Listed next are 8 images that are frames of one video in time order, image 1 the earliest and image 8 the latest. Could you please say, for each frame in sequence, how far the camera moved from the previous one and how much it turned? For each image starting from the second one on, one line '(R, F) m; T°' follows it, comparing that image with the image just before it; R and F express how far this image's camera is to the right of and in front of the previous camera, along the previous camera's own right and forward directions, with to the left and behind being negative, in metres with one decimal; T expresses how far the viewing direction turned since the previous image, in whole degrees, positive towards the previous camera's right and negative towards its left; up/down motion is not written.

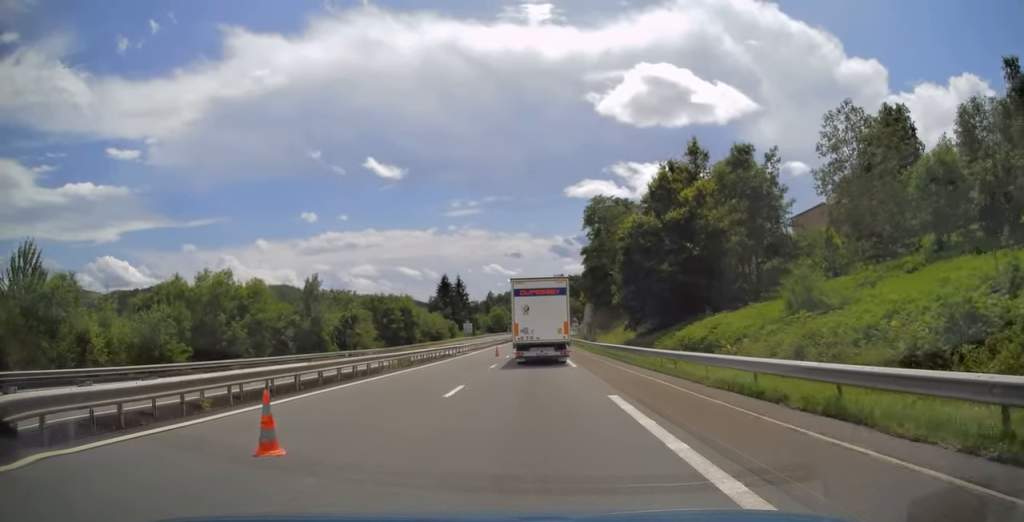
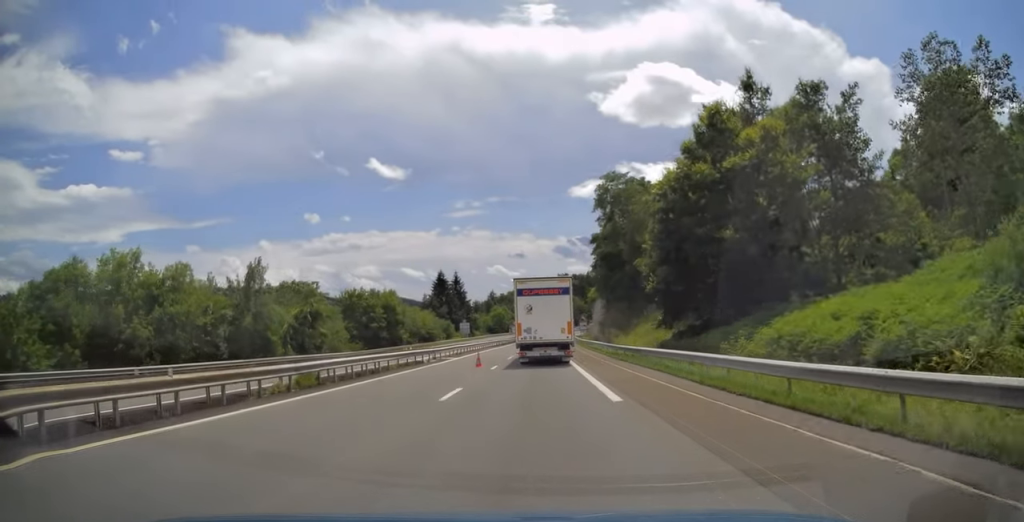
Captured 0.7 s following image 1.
(0.0, +13.8) m; -1°
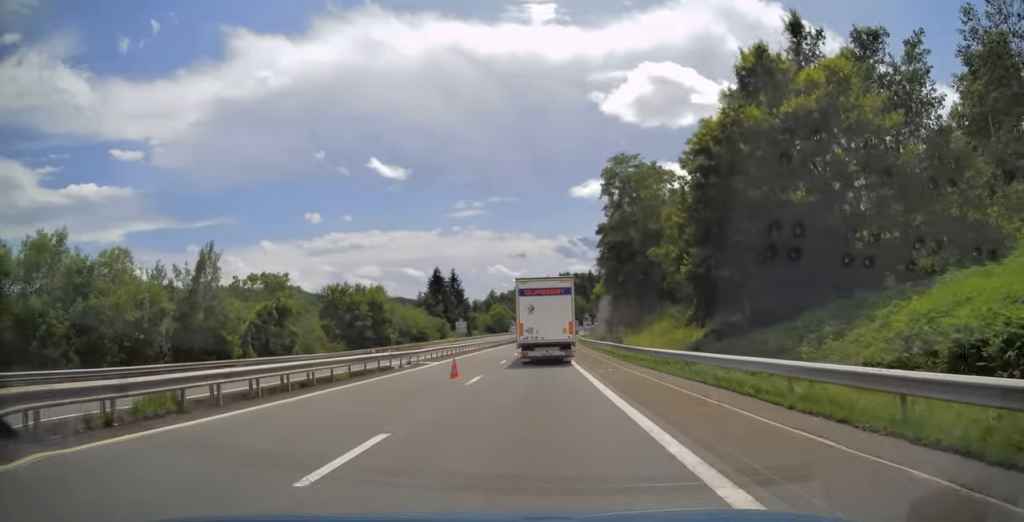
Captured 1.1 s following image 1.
(0.0, +8.0) m; 0°
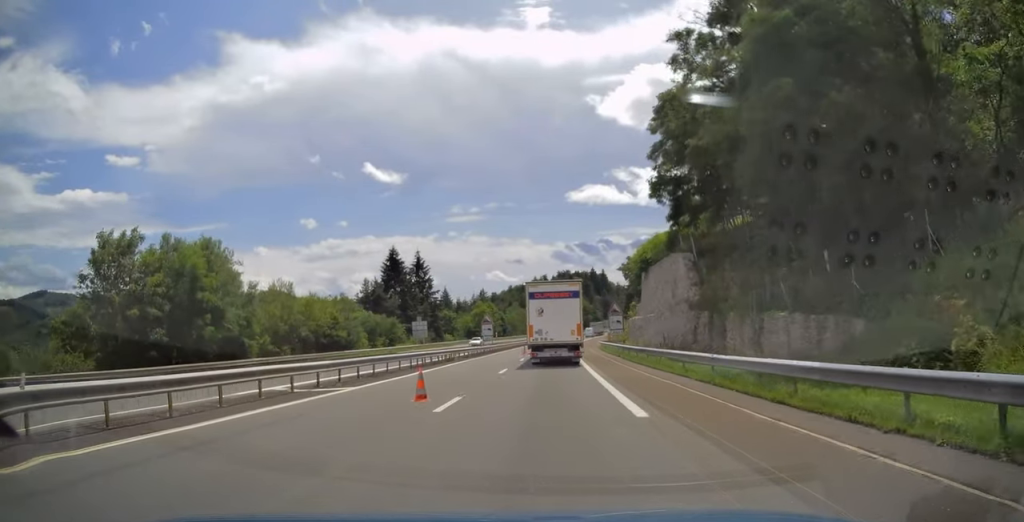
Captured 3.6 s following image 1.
(+0.1, +46.0) m; +1°
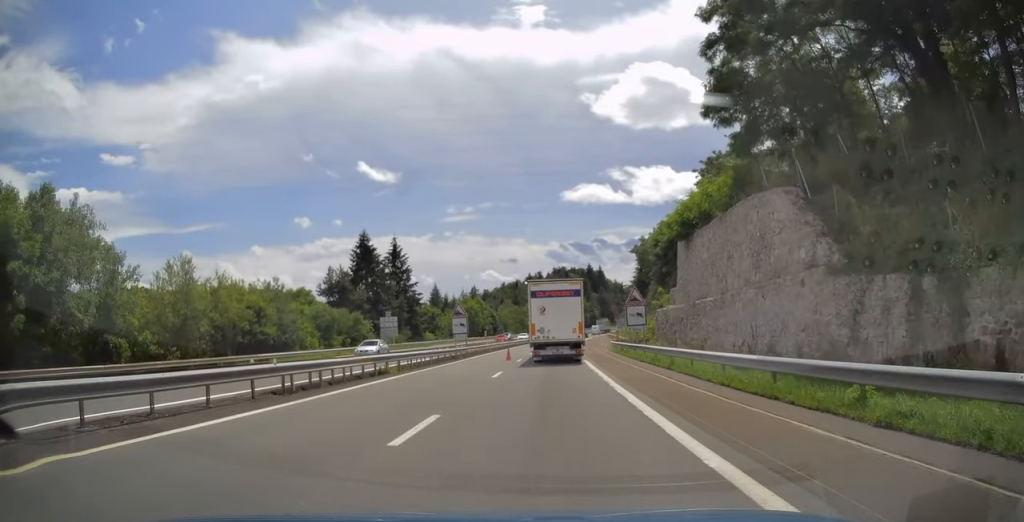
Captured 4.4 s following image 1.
(0.0, +16.7) m; +1°
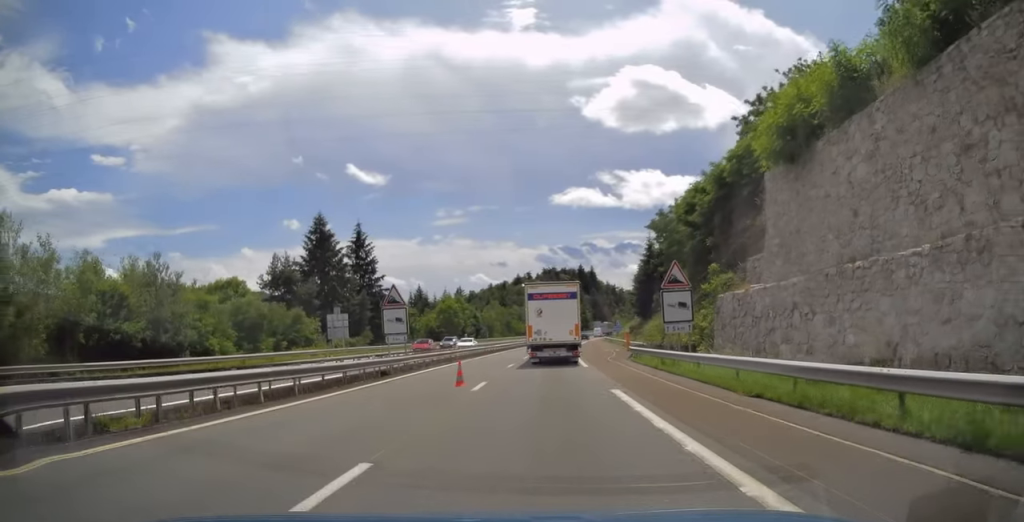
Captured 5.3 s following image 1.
(+0.1, +17.1) m; +1°
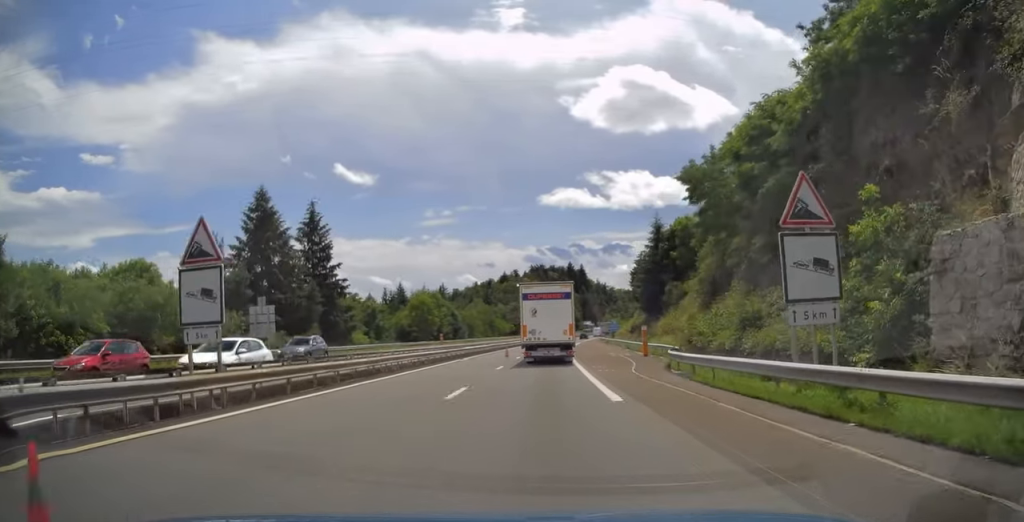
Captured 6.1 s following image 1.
(+0.2, +15.8) m; +1°
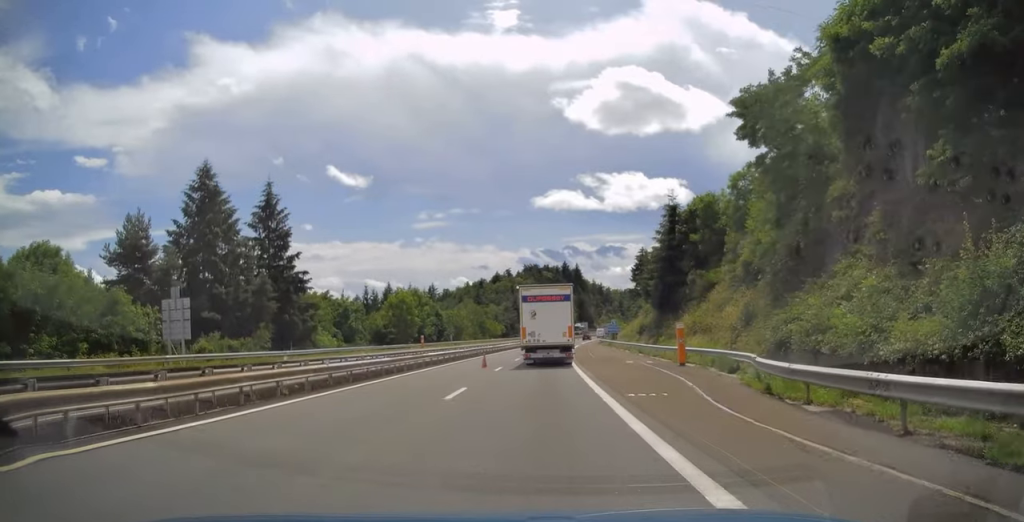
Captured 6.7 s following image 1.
(0.0, +12.3) m; 0°
